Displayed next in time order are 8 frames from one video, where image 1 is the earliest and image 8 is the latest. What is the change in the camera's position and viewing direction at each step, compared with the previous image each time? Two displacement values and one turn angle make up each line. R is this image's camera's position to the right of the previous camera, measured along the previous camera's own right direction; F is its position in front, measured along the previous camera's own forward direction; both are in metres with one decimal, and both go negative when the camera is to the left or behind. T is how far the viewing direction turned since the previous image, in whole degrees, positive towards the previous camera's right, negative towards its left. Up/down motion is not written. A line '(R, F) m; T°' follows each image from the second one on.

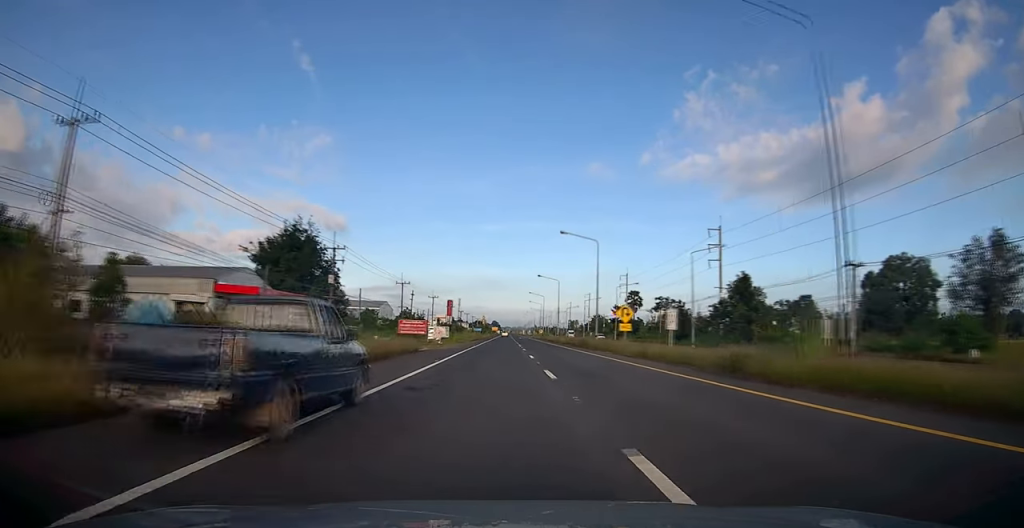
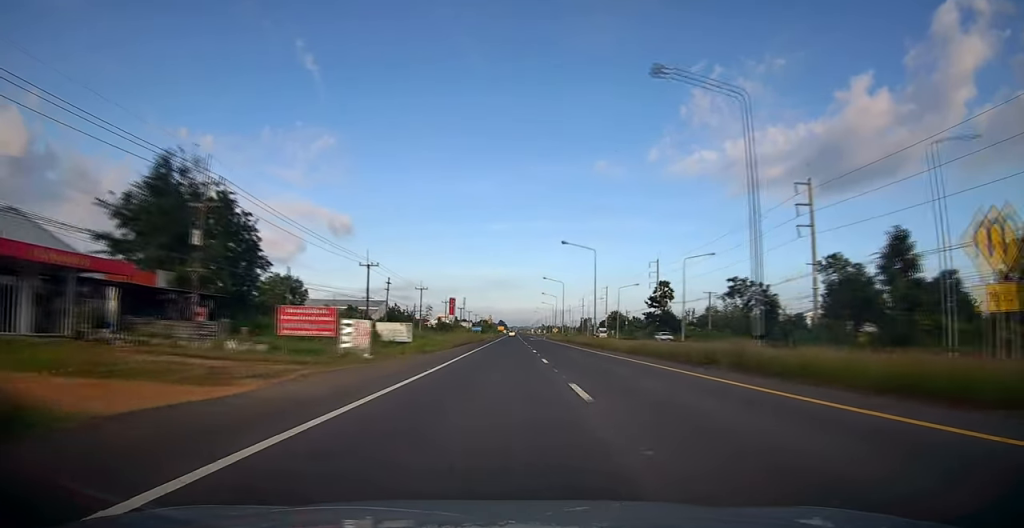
(-0.1, +28.6) m; -1°
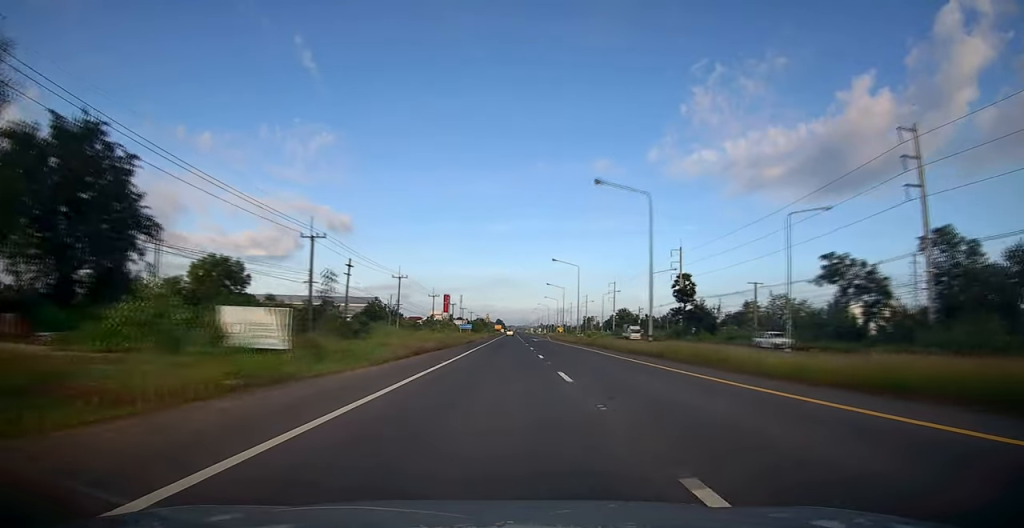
(0.0, +20.7) m; 0°
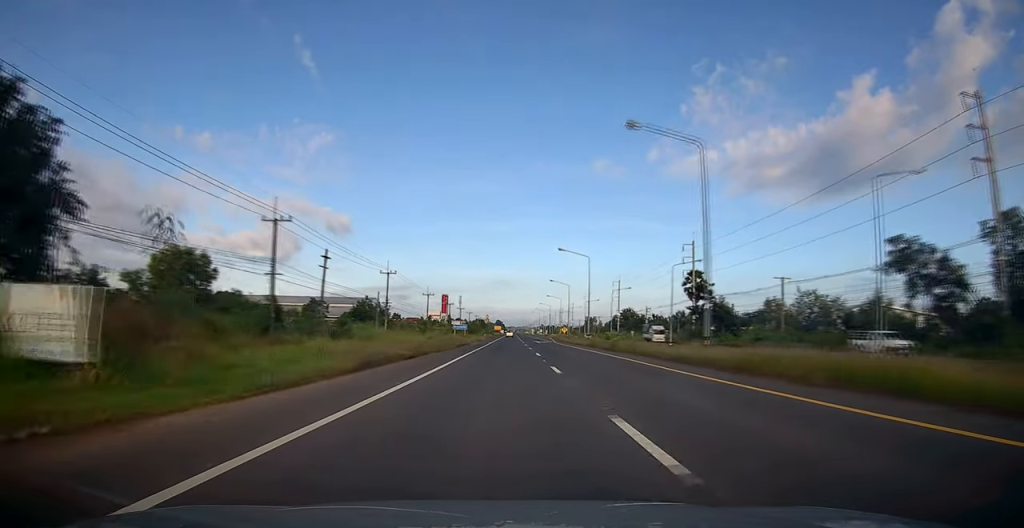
(0.0, +8.7) m; 0°
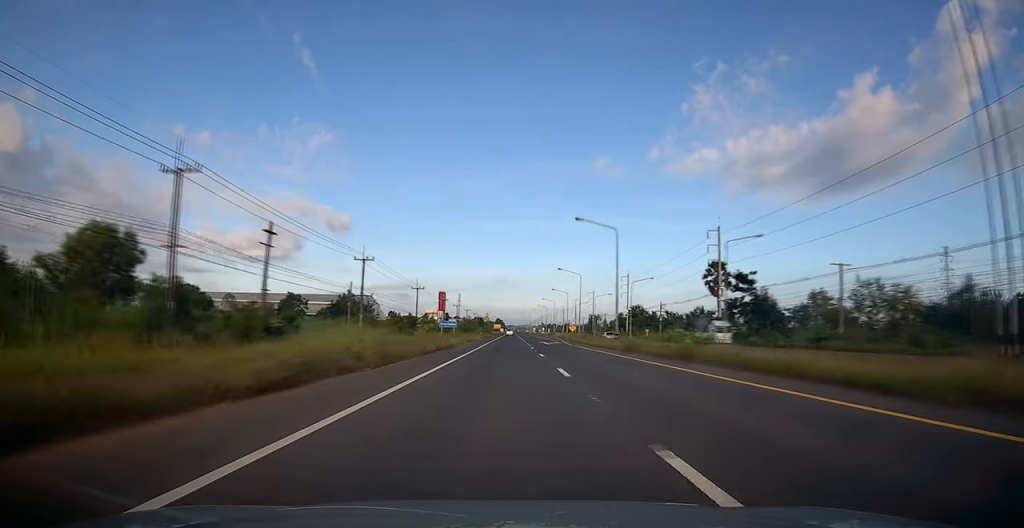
(+0.1, +14.2) m; 0°
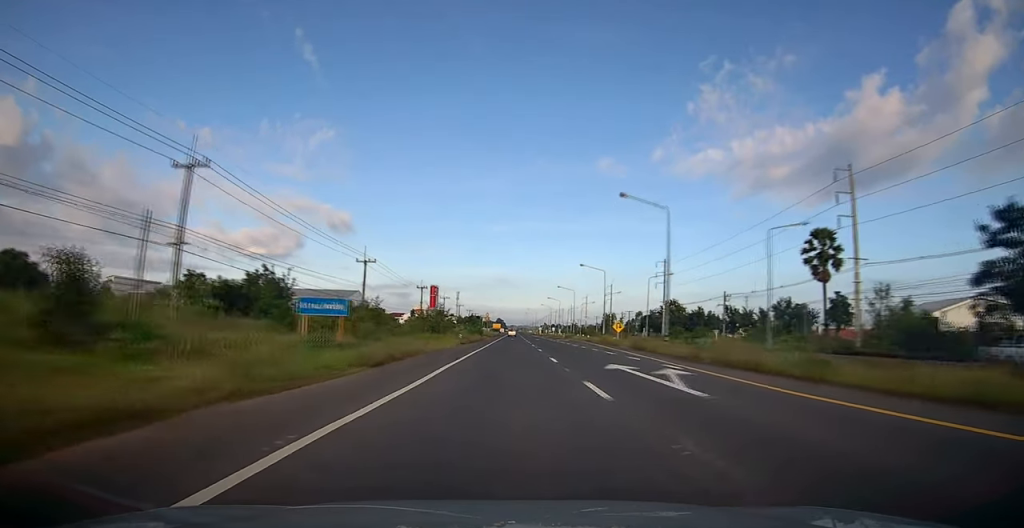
(-0.3, +41.2) m; 0°
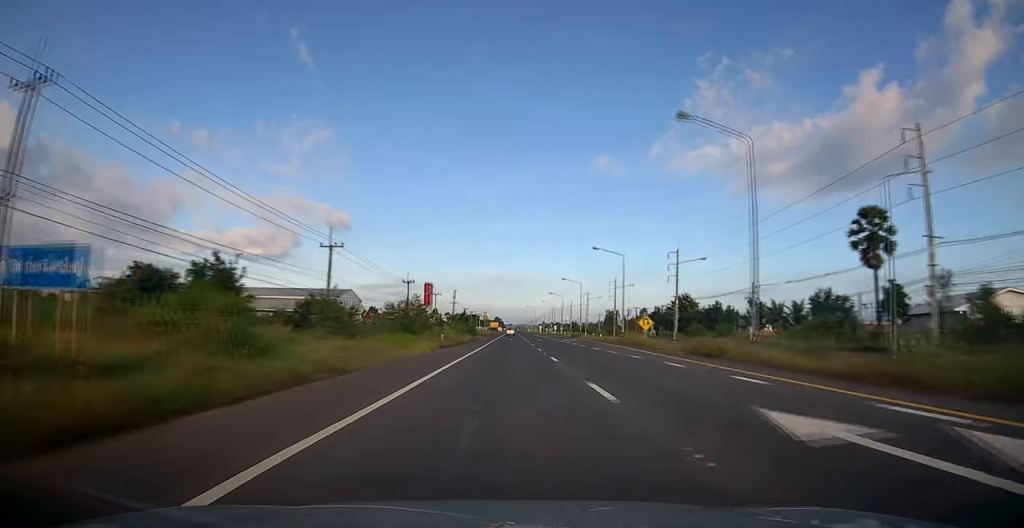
(+0.1, +12.5) m; 0°
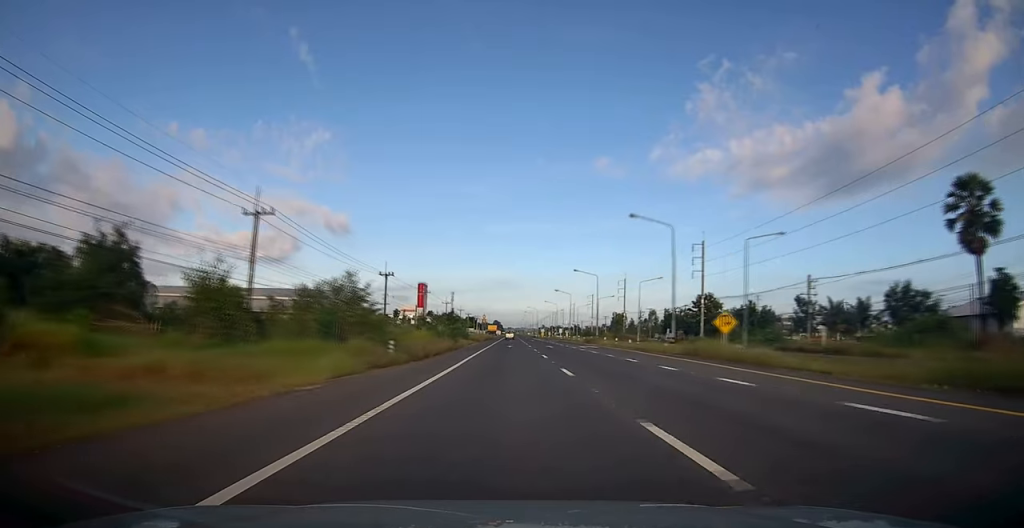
(0.0, +17.2) m; 0°
